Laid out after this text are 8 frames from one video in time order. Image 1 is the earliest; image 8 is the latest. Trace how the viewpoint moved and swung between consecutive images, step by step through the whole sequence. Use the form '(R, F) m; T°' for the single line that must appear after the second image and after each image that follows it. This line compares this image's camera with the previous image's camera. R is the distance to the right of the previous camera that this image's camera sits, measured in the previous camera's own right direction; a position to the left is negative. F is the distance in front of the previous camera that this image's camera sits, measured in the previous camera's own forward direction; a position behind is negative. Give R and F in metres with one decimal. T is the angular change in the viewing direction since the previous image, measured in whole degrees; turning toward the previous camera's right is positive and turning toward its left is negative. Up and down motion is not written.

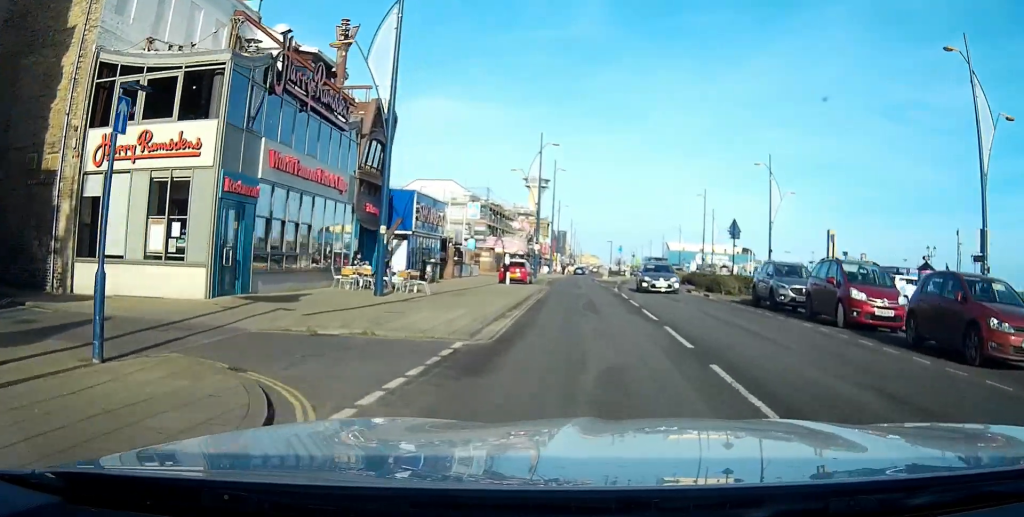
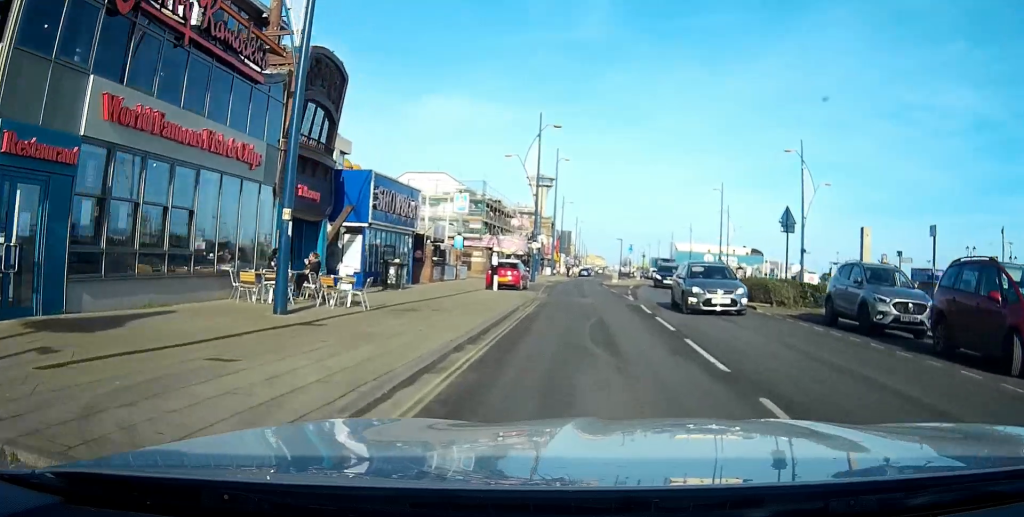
(0.0, +8.0) m; 0°
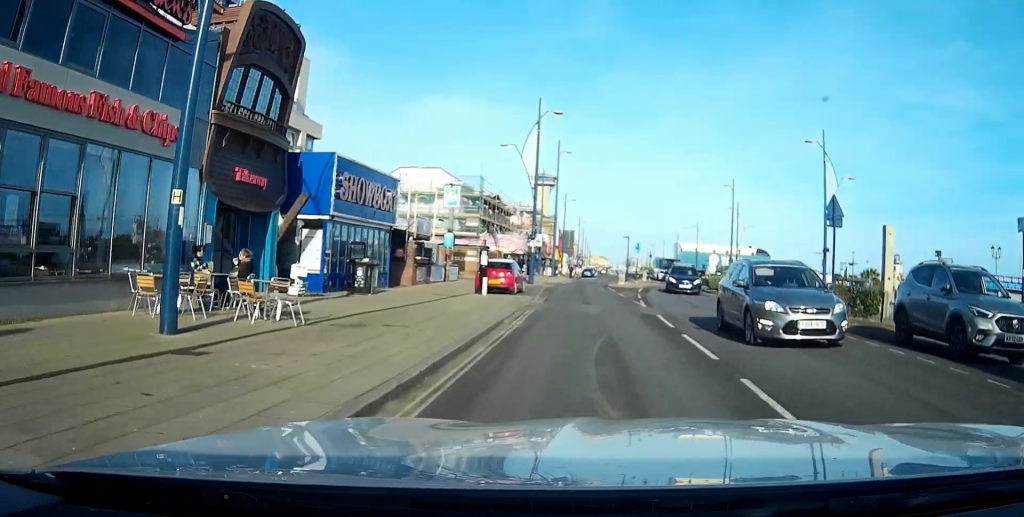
(0.0, +4.6) m; 0°
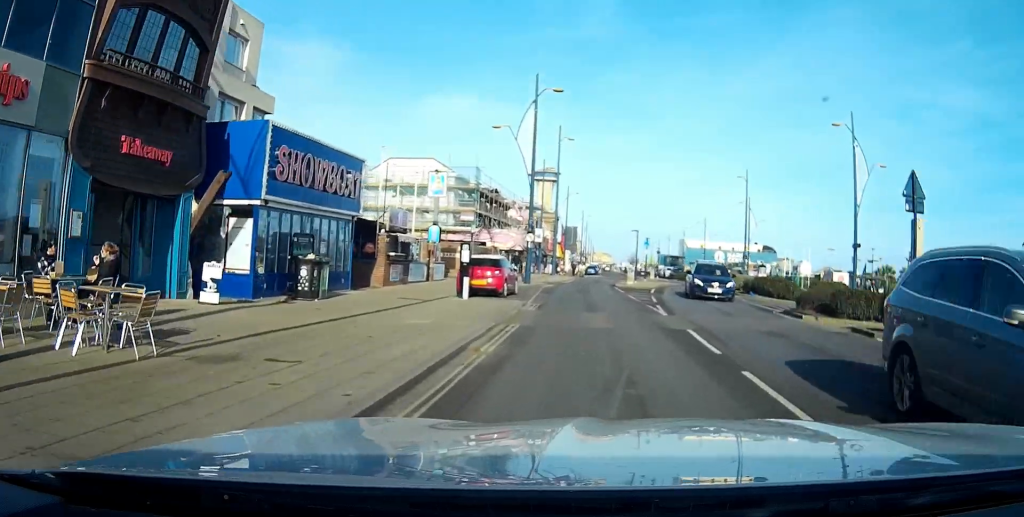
(0.0, +5.3) m; 0°
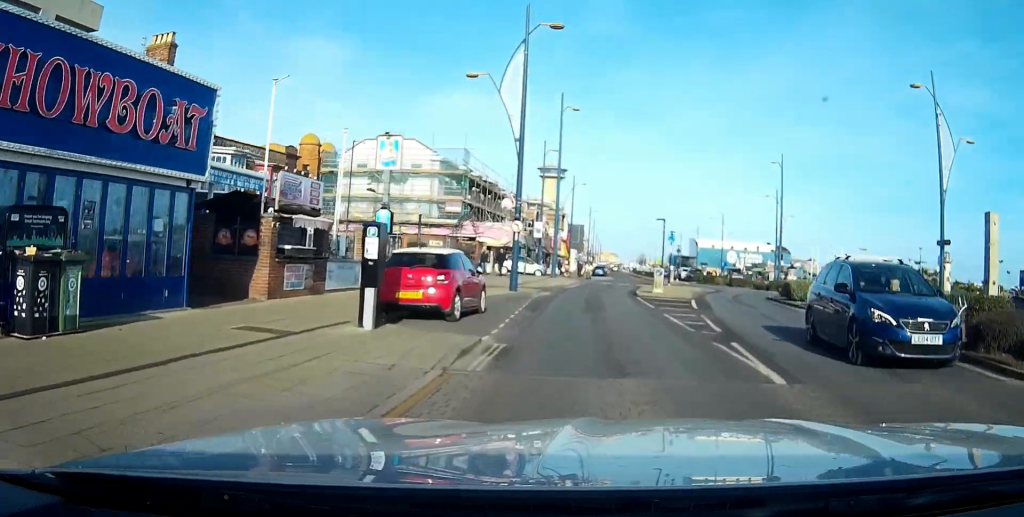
(0.0, +11.1) m; -1°
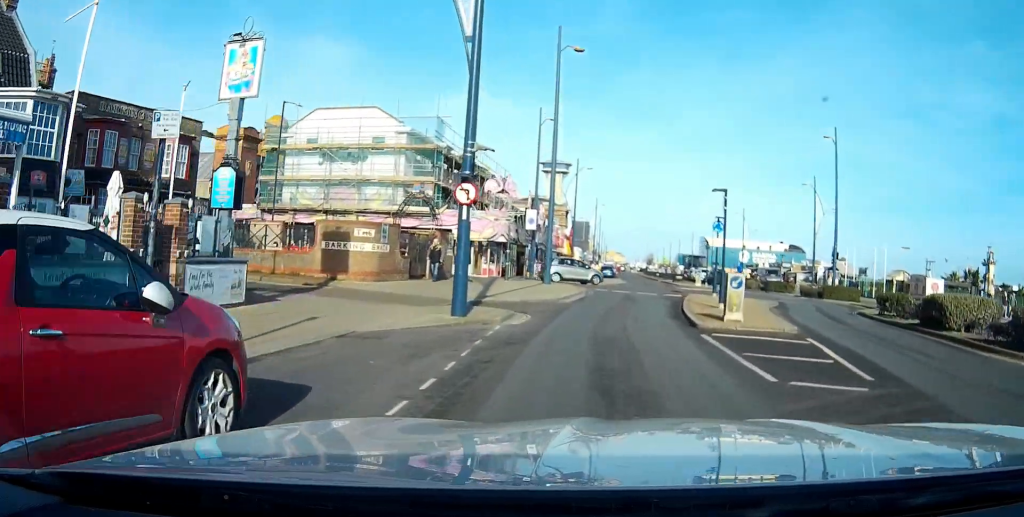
(-0.2, +13.1) m; 0°
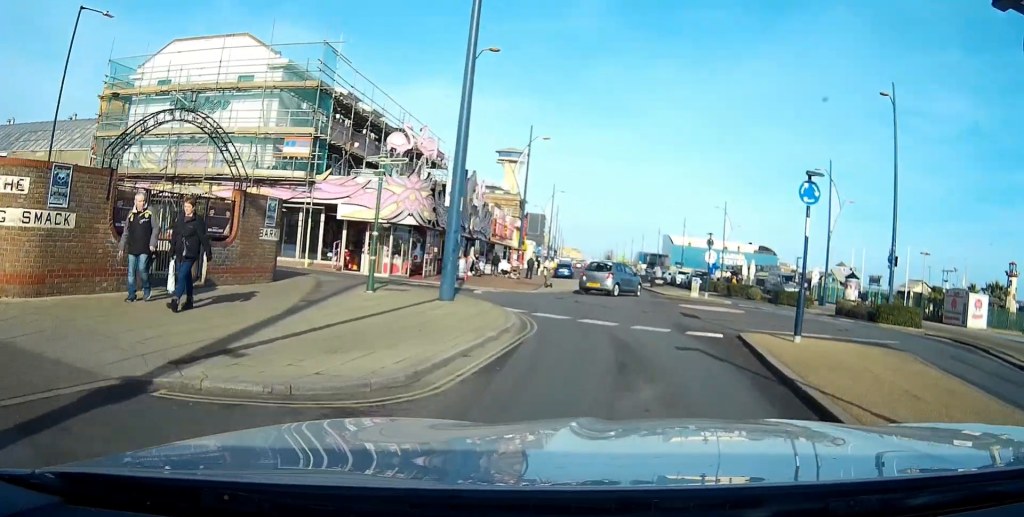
(+0.2, +15.6) m; +3°
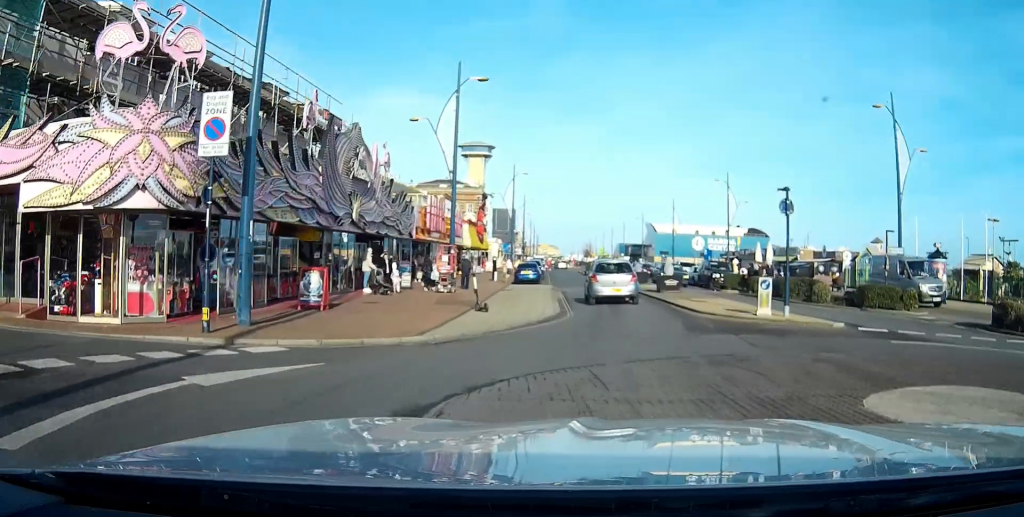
(+0.6, +18.6) m; +3°
